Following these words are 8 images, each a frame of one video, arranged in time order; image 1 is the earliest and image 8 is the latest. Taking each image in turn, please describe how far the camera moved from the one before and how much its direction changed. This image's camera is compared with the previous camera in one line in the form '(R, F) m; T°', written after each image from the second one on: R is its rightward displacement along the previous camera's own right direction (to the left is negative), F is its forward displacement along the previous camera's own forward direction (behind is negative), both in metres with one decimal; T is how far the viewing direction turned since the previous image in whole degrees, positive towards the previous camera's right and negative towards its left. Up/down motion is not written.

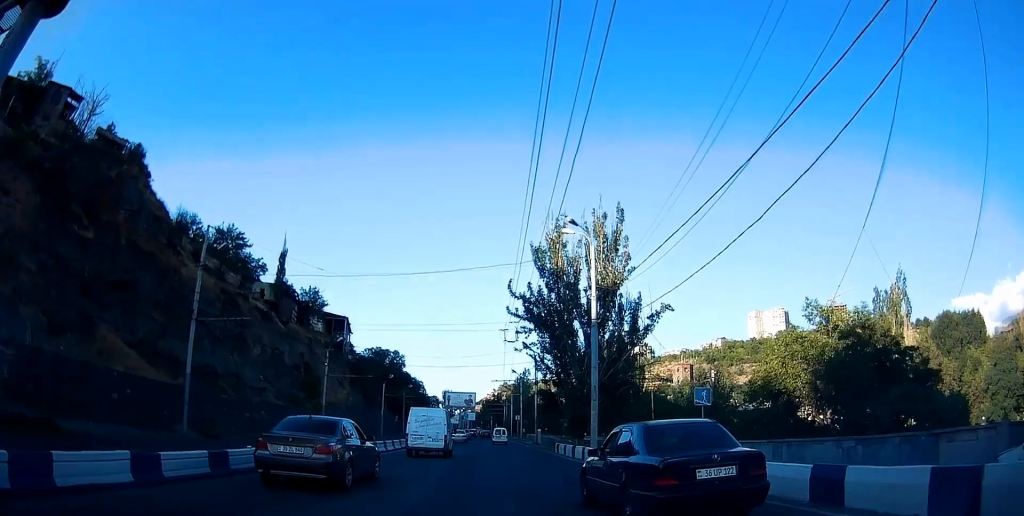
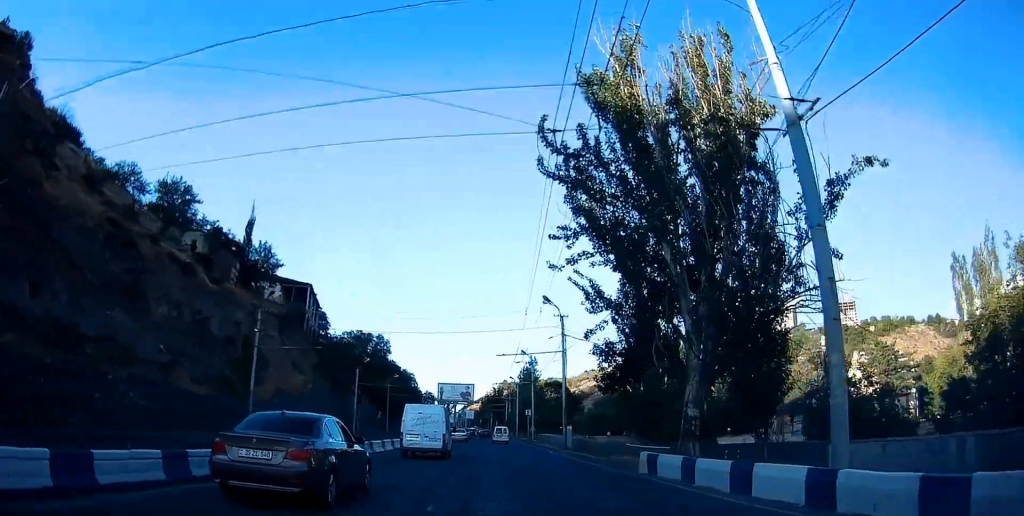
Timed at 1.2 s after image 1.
(-1.0, +21.6) m; -3°
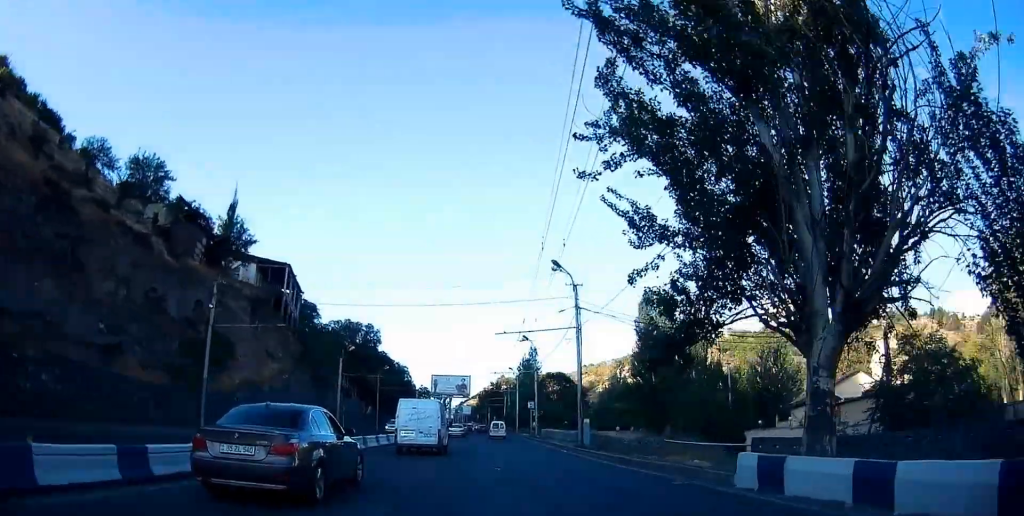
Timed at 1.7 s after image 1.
(0.0, +7.8) m; 0°
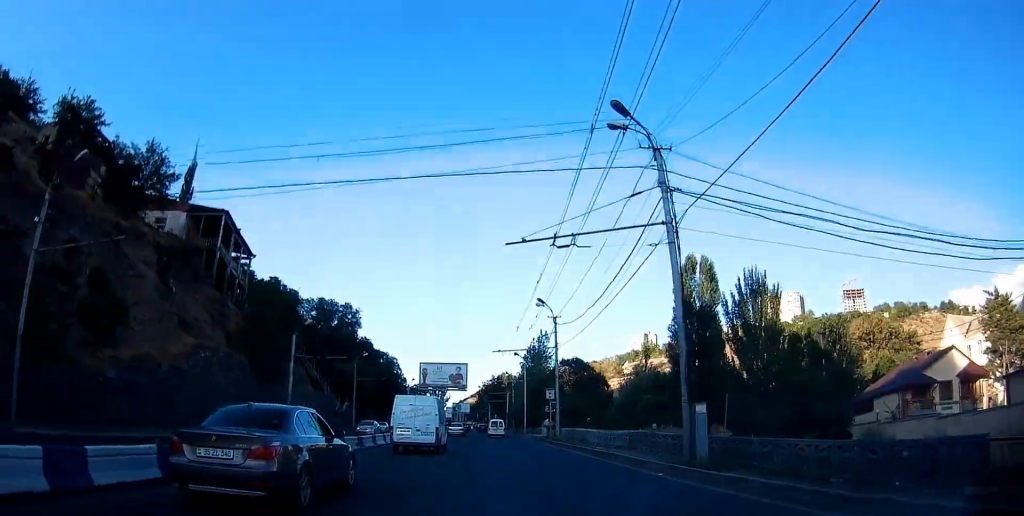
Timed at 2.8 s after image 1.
(+0.5, +18.3) m; +2°
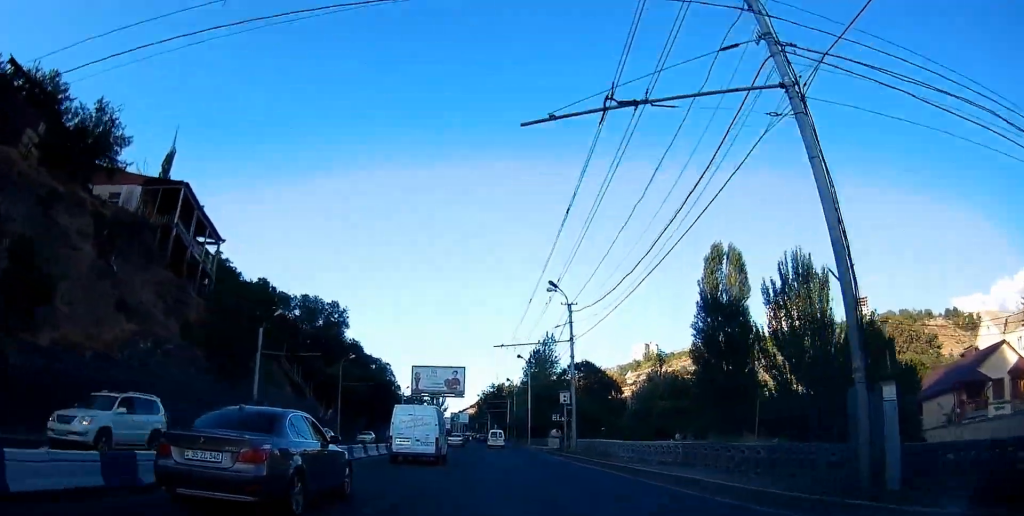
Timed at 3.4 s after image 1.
(+0.2, +8.3) m; 0°
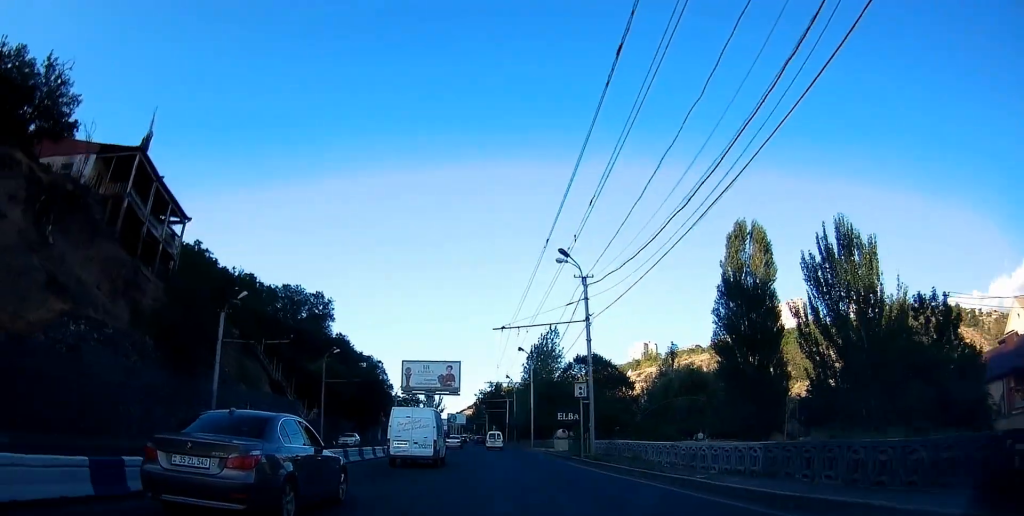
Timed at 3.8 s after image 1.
(-0.1, +6.6) m; -1°
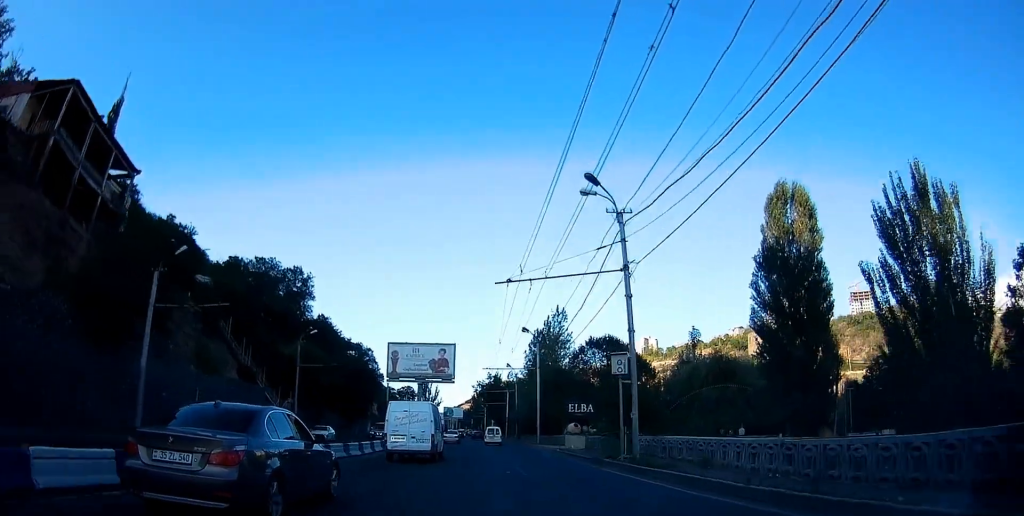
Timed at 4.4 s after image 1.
(0.0, +8.6) m; -1°
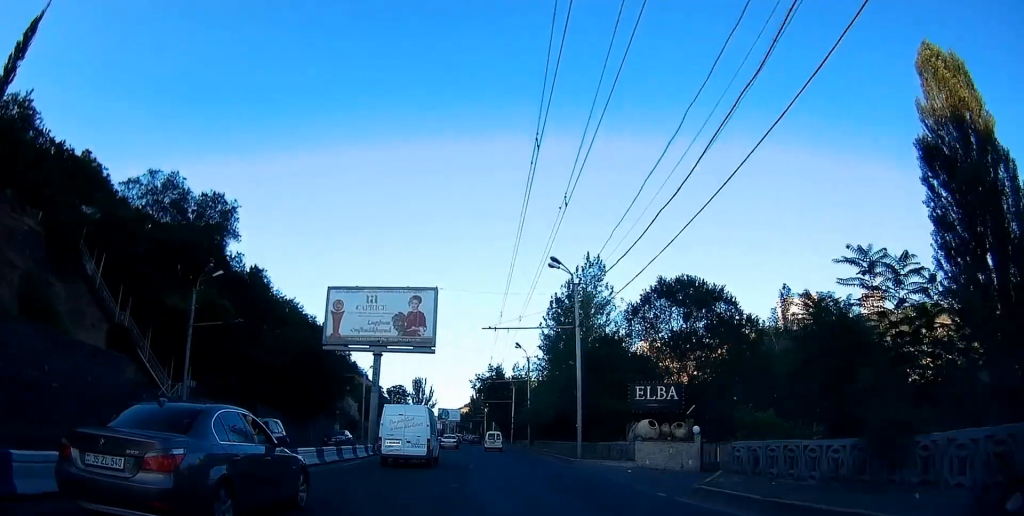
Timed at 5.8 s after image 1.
(-0.1, +22.1) m; +1°
